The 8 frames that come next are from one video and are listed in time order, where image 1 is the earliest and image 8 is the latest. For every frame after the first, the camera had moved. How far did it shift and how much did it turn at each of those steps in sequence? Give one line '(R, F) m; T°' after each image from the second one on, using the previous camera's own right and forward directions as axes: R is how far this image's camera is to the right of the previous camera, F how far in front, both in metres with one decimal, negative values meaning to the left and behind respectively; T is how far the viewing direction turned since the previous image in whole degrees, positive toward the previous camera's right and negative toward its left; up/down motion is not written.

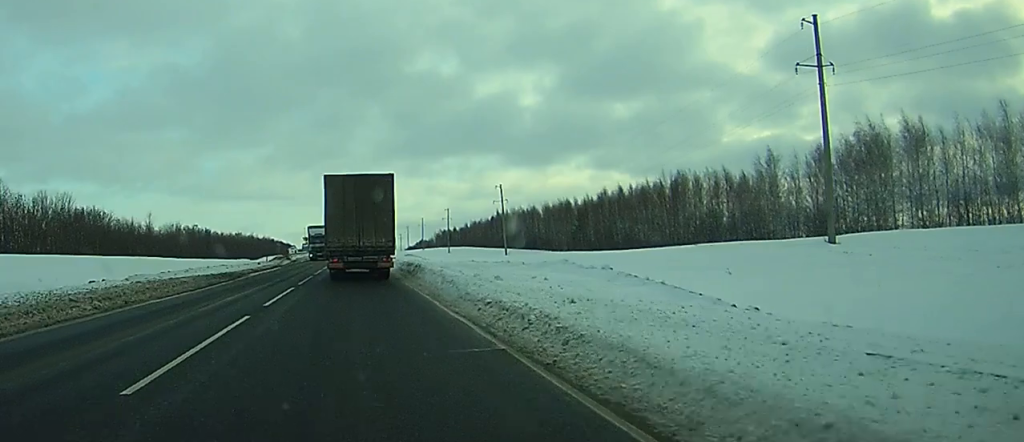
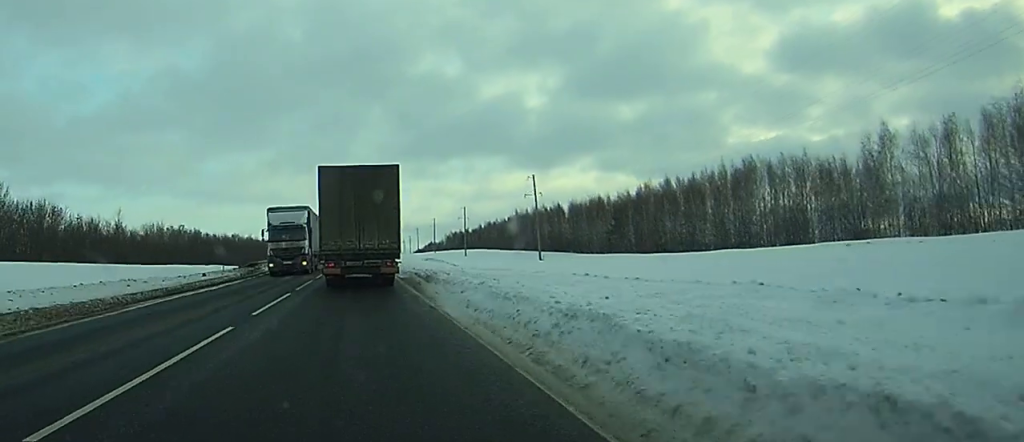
(-0.3, +27.2) m; 0°
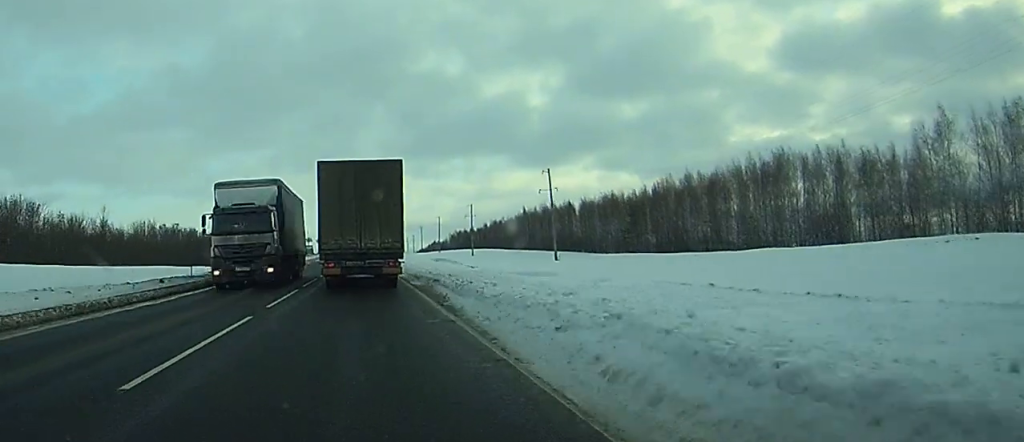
(0.0, +10.2) m; 0°
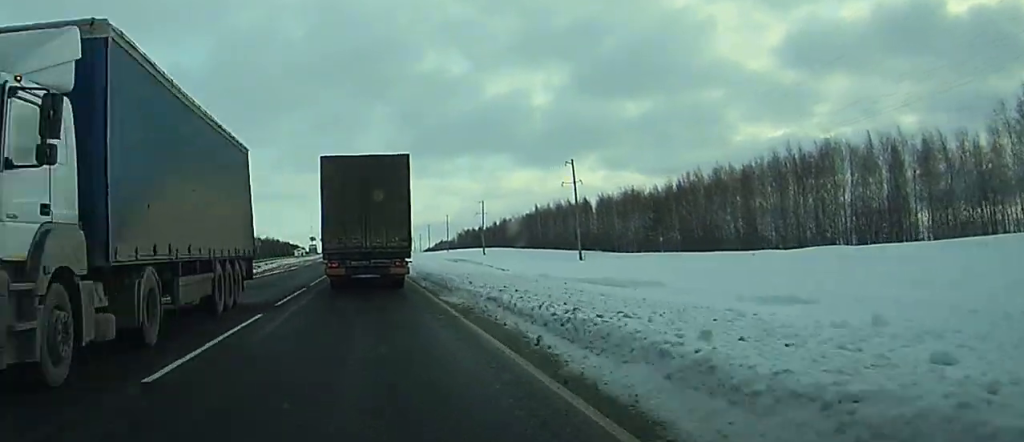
(+0.1, +12.2) m; 0°
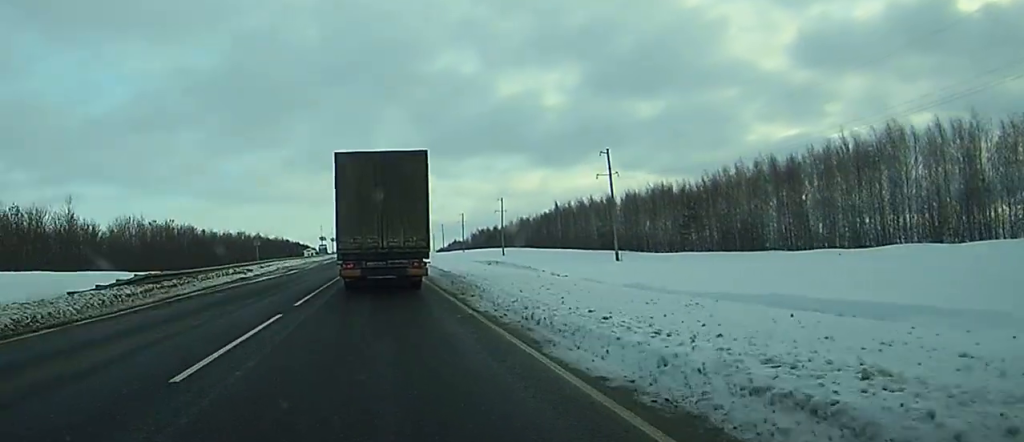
(0.0, +12.6) m; 0°
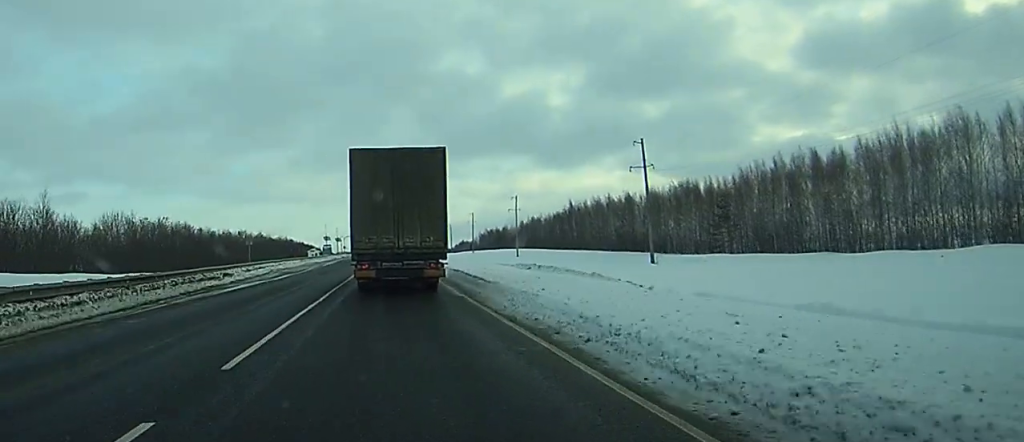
(0.0, +11.5) m; 0°
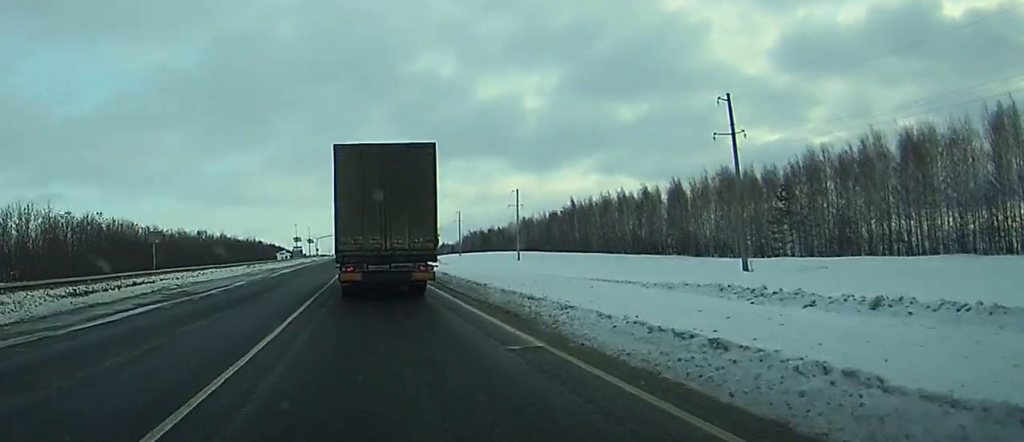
(-0.1, +30.1) m; 0°
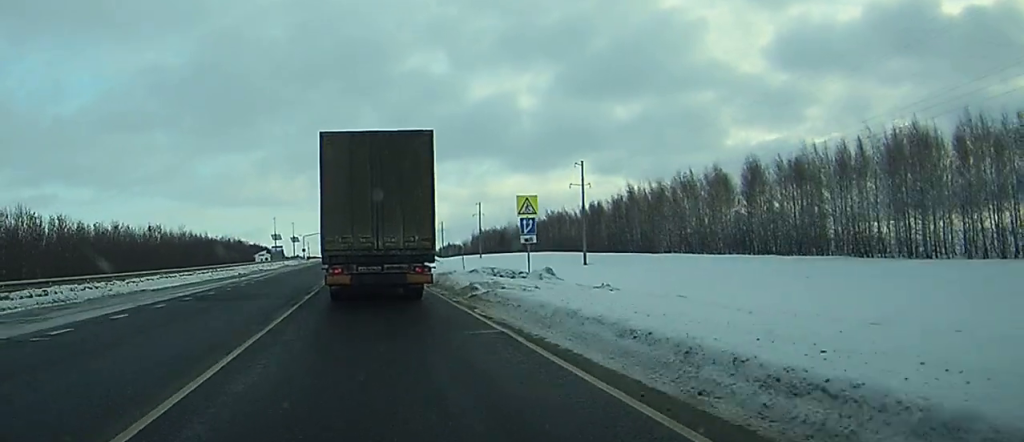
(+0.3, +51.3) m; +1°
